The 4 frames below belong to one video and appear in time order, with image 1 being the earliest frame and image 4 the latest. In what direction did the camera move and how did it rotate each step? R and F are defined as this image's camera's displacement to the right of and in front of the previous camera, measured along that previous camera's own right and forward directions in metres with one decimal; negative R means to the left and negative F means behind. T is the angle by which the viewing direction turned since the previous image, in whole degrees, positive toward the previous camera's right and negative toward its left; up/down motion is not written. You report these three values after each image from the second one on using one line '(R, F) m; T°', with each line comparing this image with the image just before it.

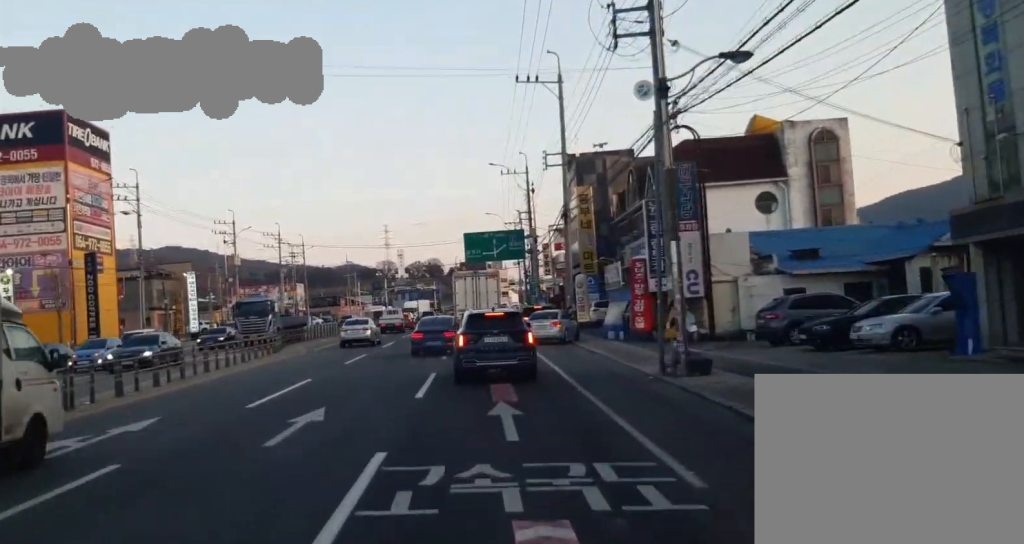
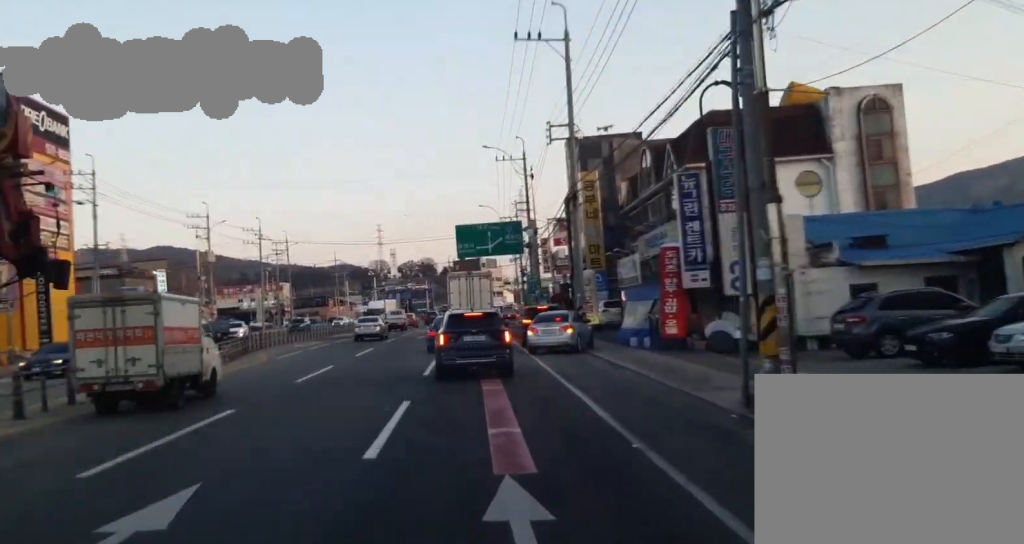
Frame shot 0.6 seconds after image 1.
(0.0, +7.8) m; 0°
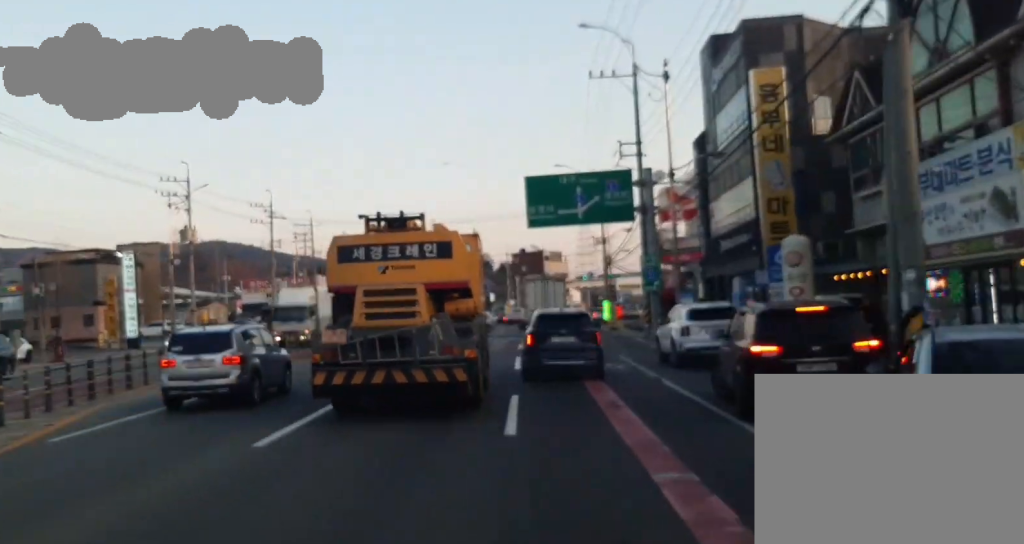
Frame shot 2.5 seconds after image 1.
(-0.1, +26.0) m; -1°
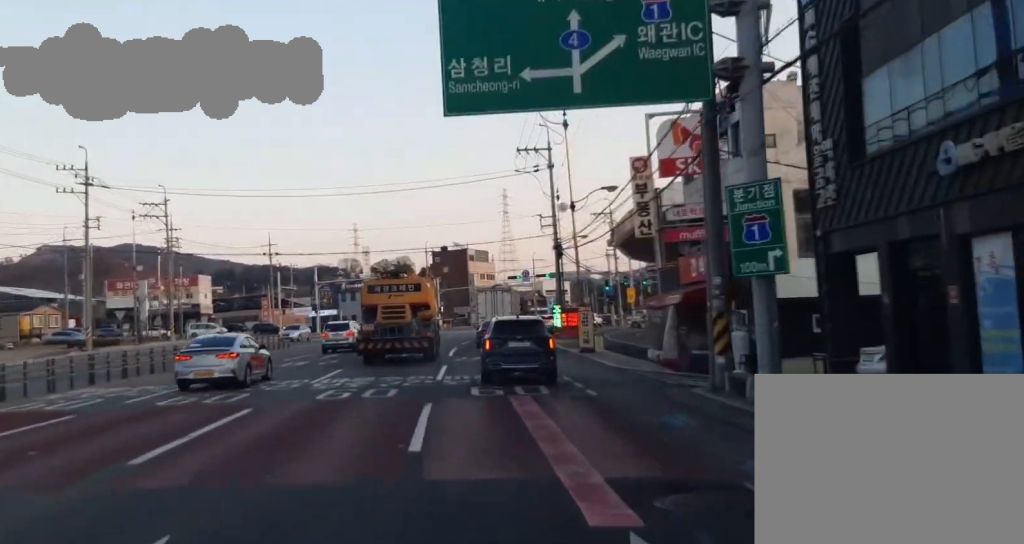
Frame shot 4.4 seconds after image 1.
(+0.1, +27.1) m; +2°
